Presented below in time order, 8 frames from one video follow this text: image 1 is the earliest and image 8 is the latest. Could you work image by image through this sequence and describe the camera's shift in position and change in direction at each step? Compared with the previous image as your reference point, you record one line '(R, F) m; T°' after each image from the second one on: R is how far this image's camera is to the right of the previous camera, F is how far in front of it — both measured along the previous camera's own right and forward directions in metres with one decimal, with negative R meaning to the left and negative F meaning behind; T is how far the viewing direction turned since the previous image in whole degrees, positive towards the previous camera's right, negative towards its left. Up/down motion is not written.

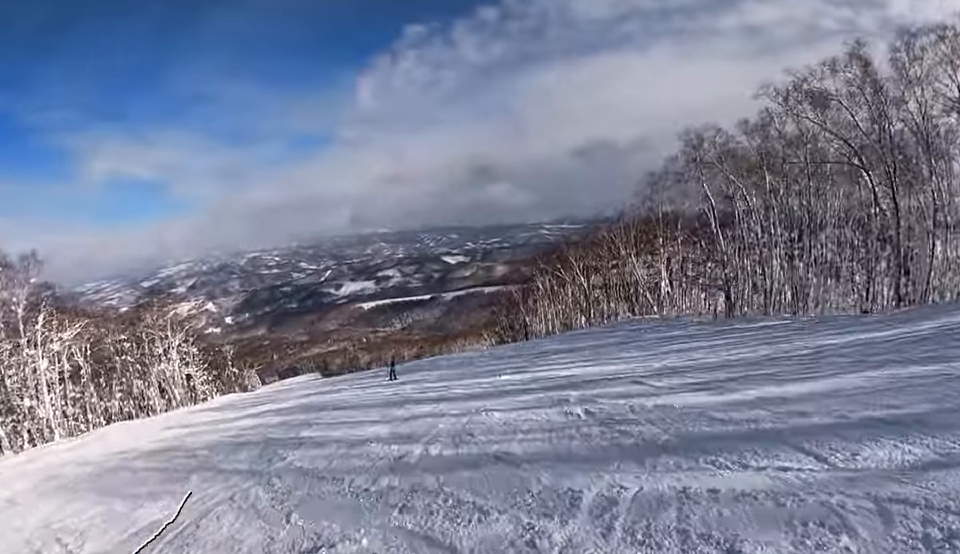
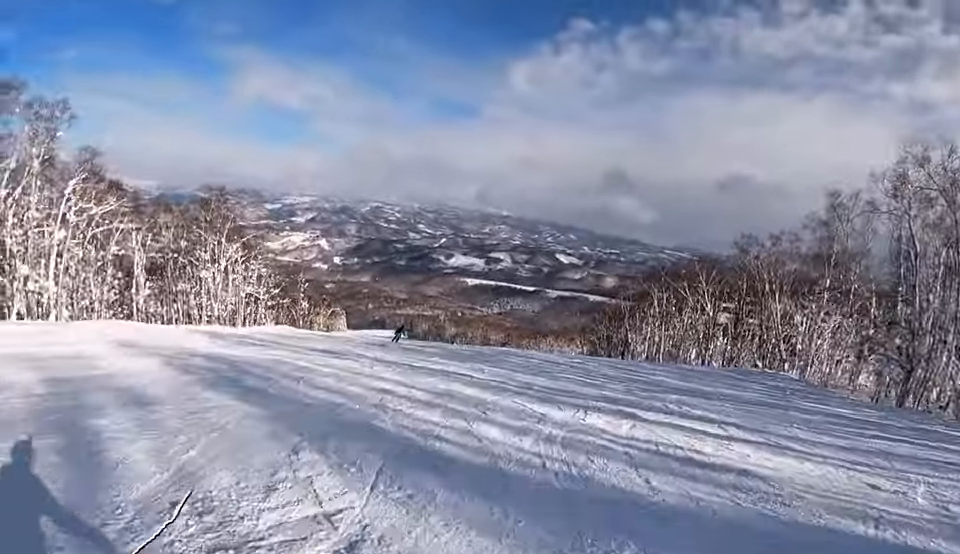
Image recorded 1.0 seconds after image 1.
(-0.3, +10.0) m; -9°
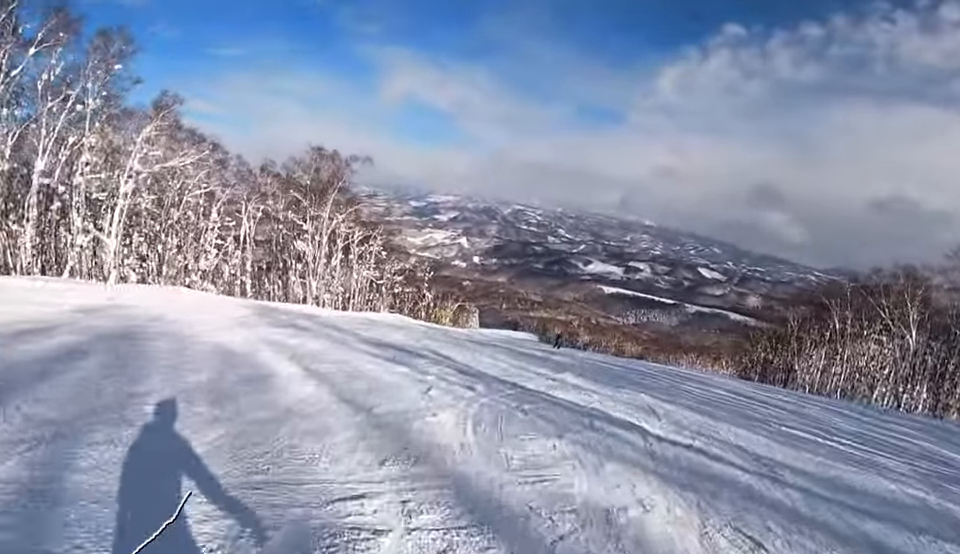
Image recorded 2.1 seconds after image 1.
(-1.1, +9.7) m; -8°
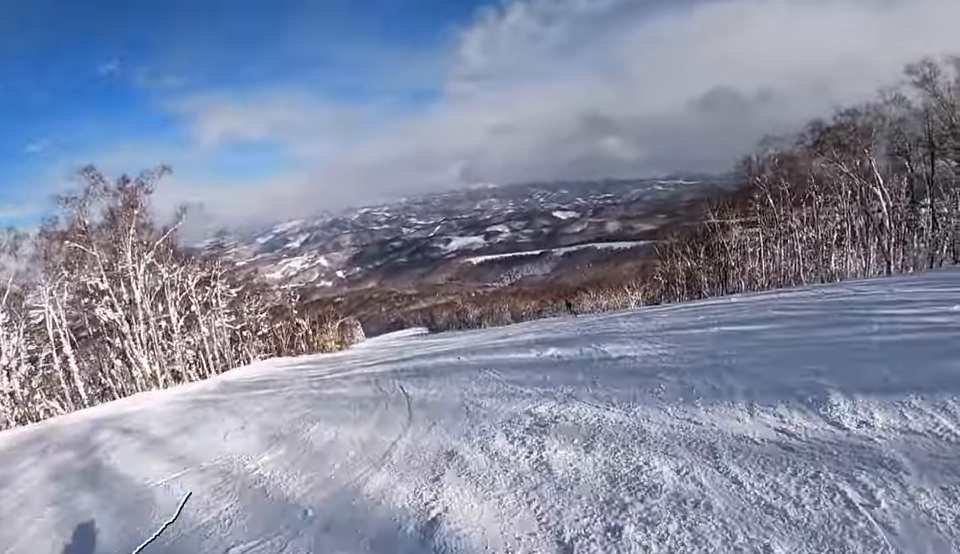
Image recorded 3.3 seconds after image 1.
(+0.4, +11.6) m; +14°
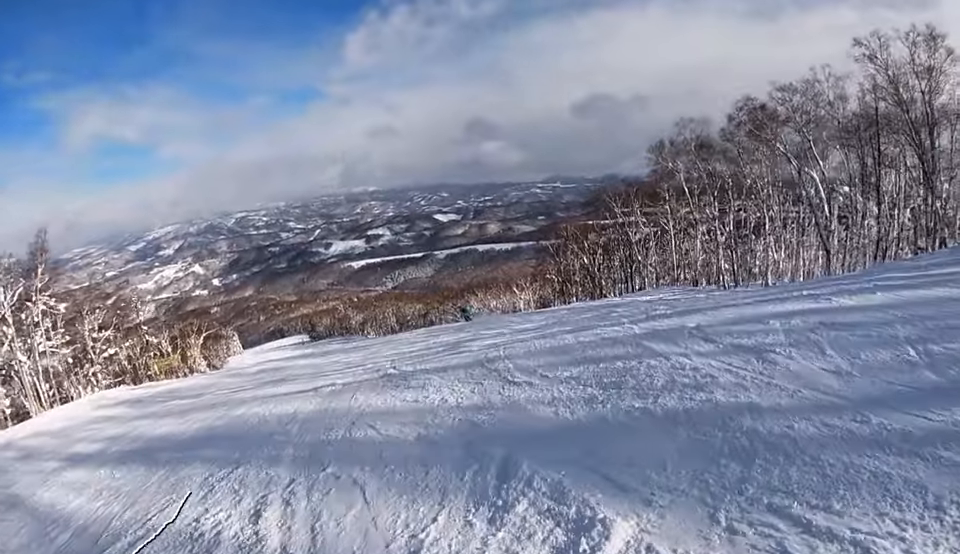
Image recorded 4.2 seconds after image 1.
(+1.2, +7.7) m; +11°
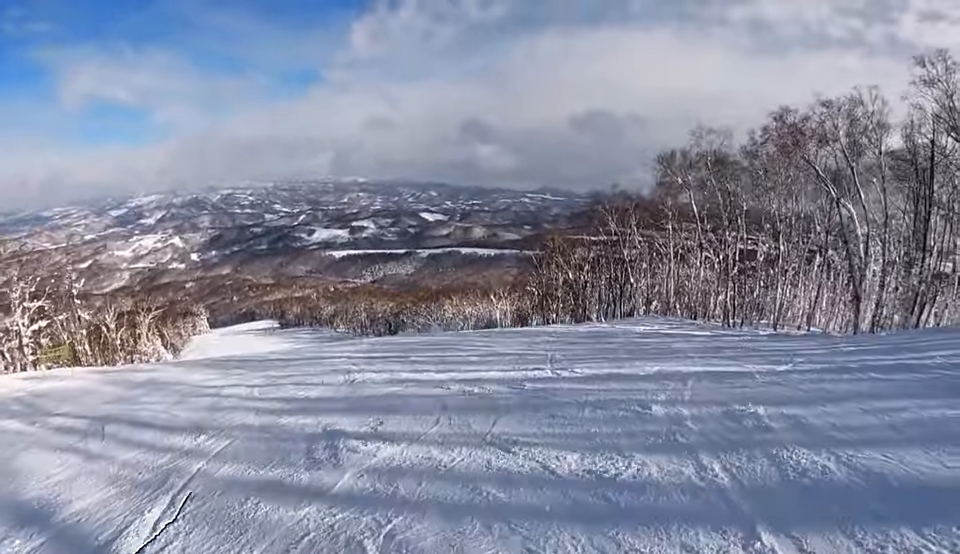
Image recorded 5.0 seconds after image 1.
(+0.8, +6.8) m; -2°
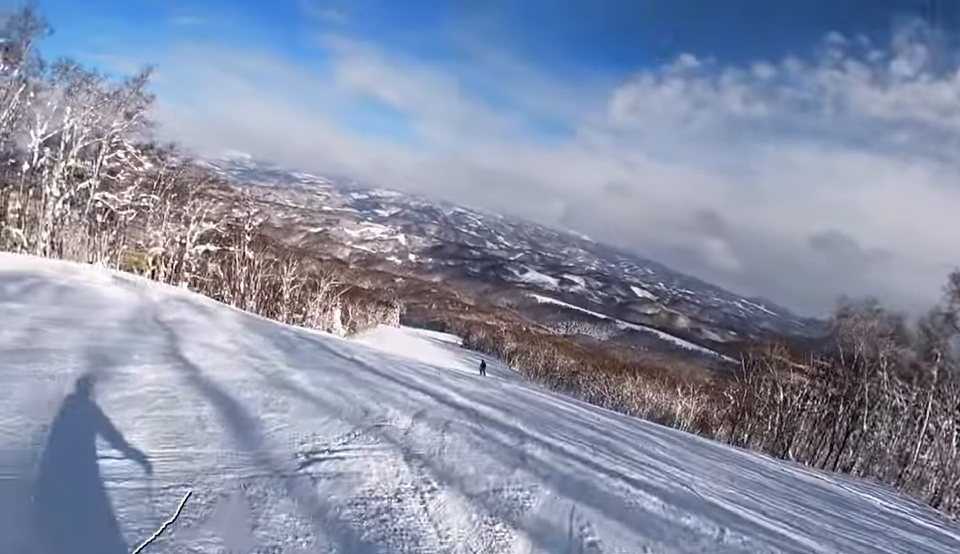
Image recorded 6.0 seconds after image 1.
(-1.7, +9.2) m; -19°
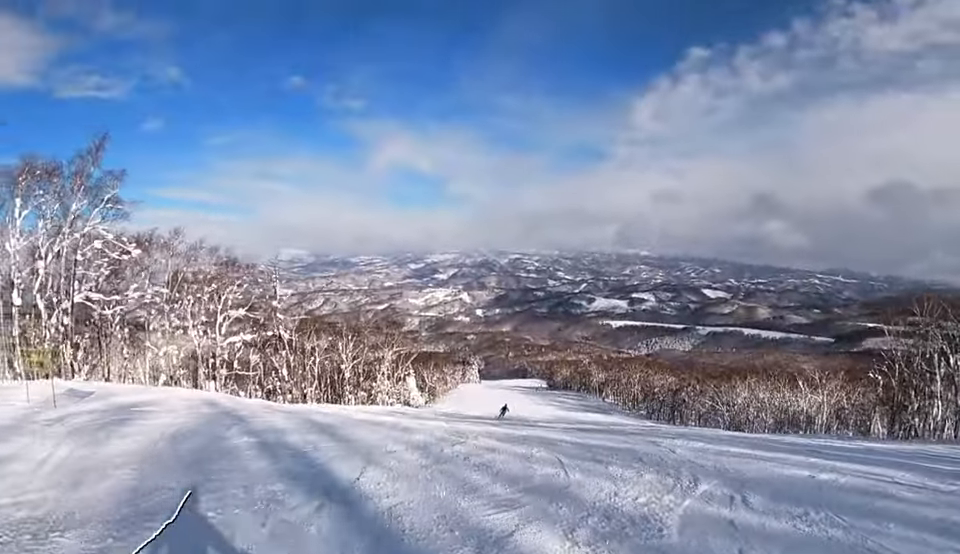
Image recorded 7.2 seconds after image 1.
(-1.7, +10.5) m; -5°
